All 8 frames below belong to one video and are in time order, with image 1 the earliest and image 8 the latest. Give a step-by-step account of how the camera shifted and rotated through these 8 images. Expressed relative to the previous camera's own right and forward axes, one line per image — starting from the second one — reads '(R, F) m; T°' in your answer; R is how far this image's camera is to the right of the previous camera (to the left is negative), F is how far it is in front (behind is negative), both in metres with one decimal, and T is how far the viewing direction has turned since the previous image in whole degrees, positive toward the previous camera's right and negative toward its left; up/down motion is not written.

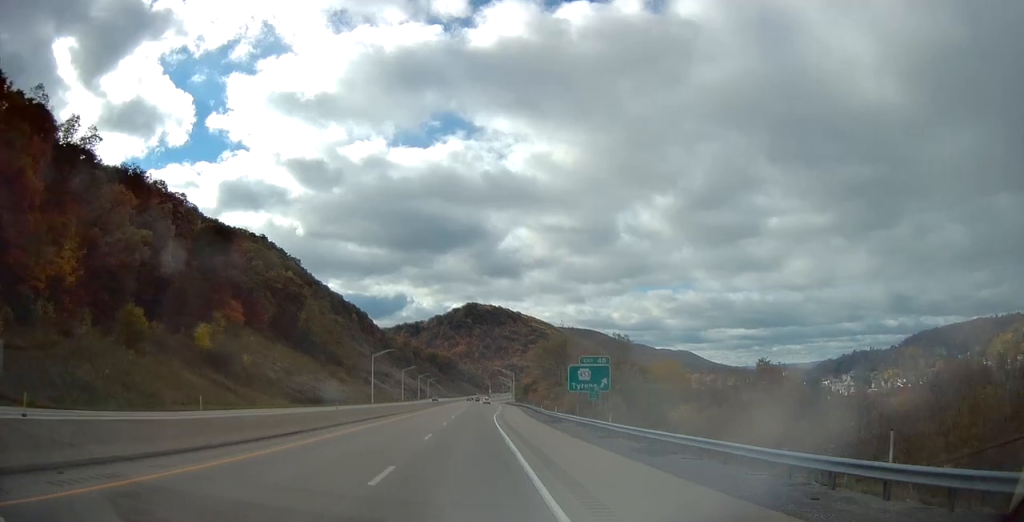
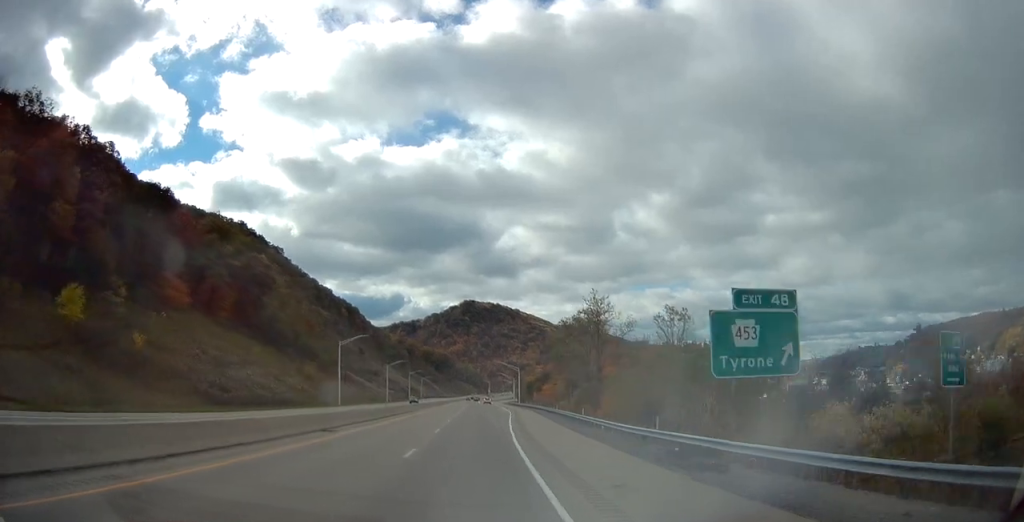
(0.0, +31.1) m; 0°
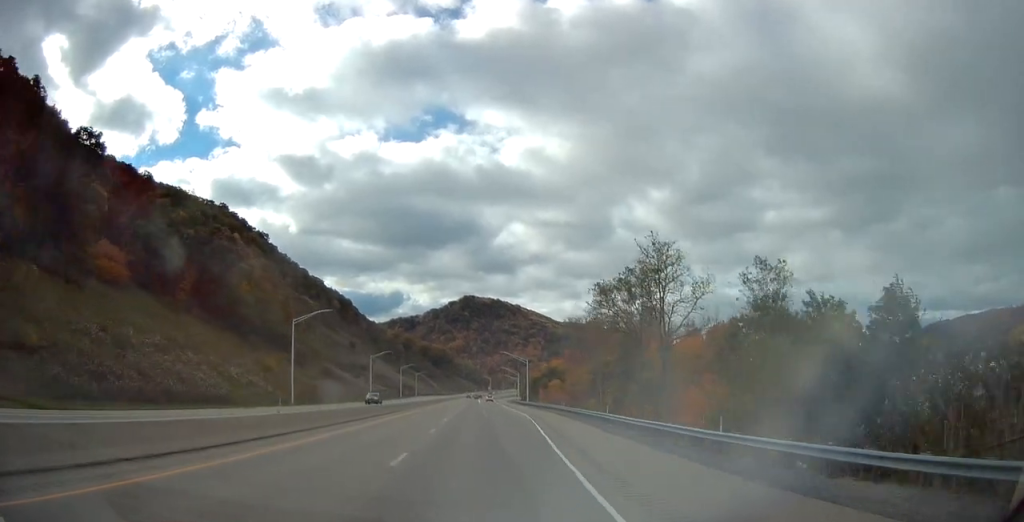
(0.0, +26.9) m; 0°
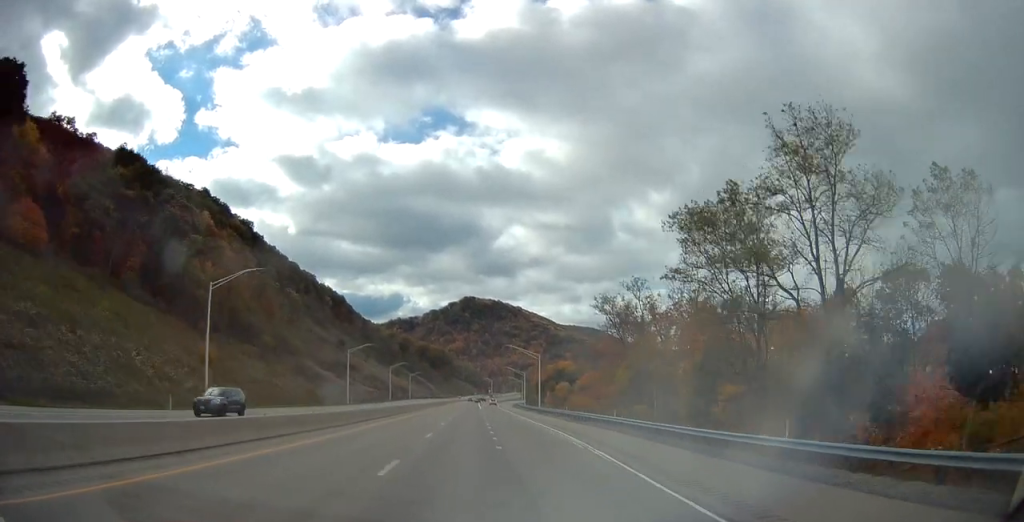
(0.0, +25.8) m; 0°
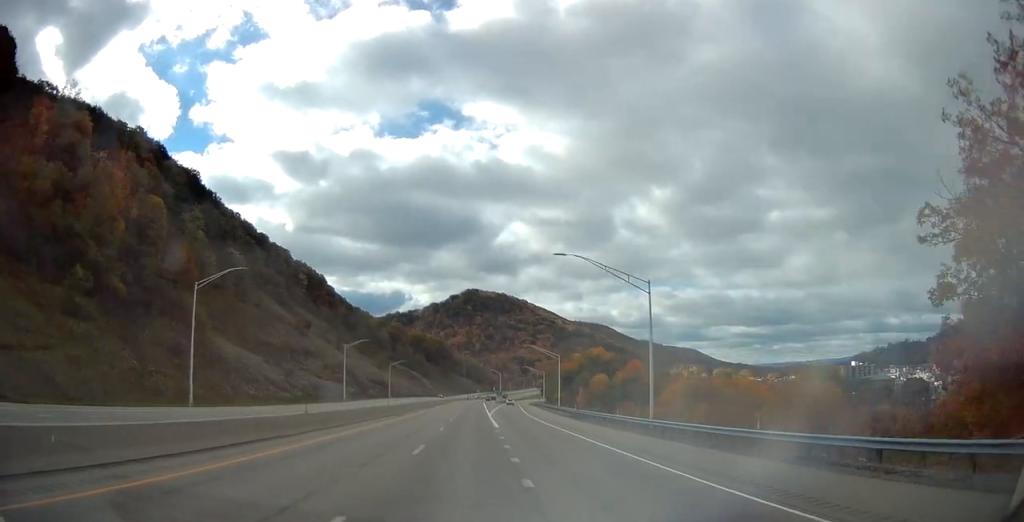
(-0.8, +68.7) m; -1°
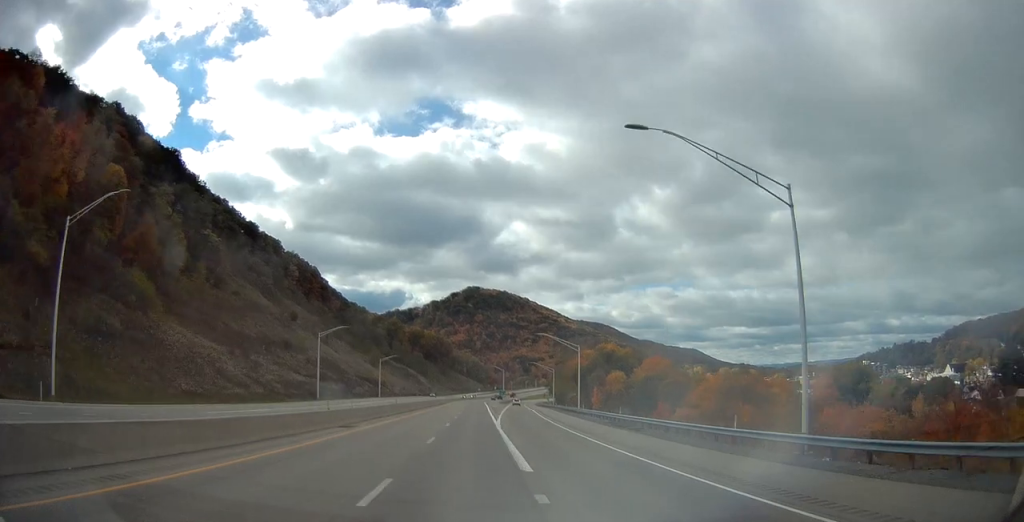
(+0.2, +20.4) m; 0°
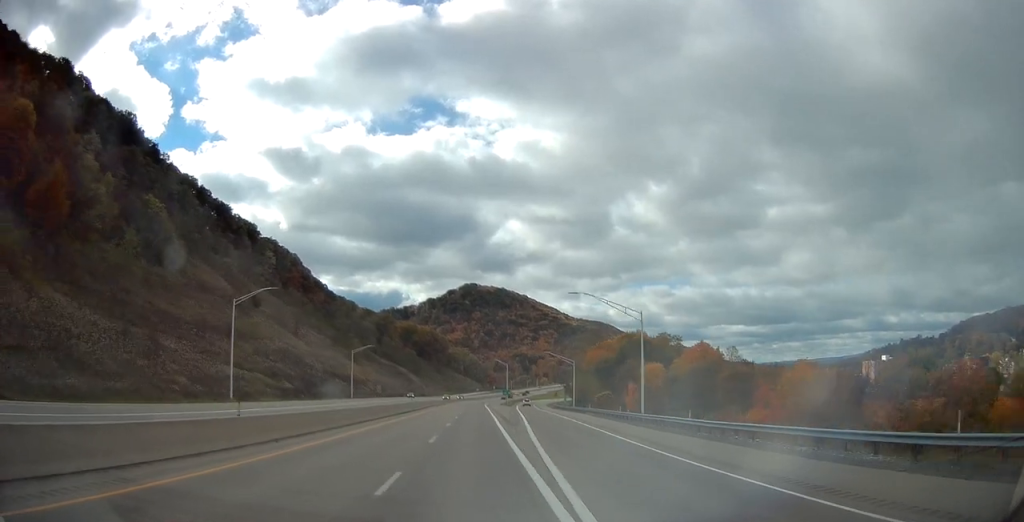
(+0.1, +35.4) m; 0°
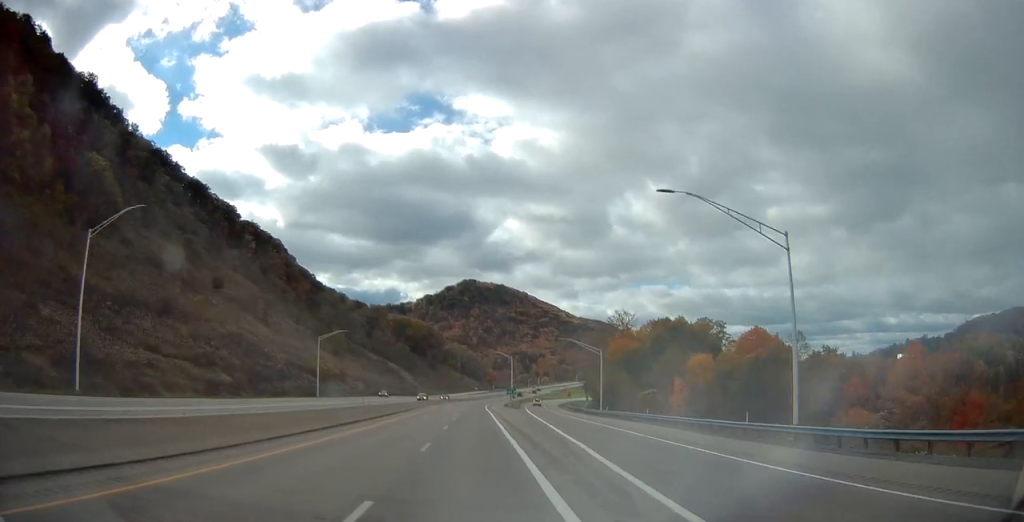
(-0.1, +27.9) m; 0°
